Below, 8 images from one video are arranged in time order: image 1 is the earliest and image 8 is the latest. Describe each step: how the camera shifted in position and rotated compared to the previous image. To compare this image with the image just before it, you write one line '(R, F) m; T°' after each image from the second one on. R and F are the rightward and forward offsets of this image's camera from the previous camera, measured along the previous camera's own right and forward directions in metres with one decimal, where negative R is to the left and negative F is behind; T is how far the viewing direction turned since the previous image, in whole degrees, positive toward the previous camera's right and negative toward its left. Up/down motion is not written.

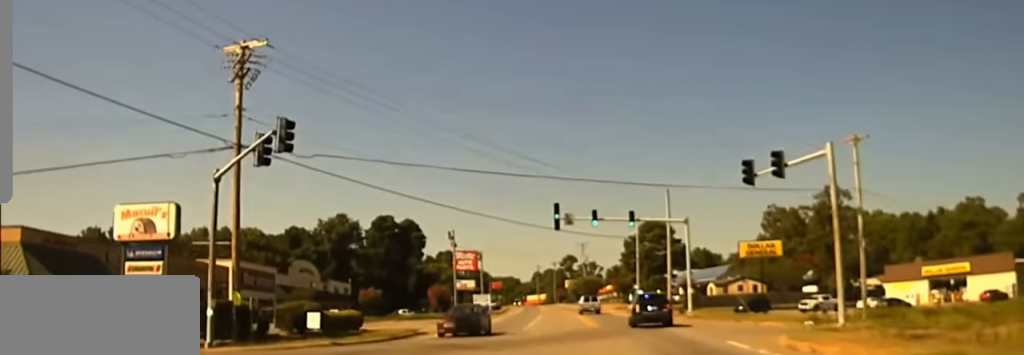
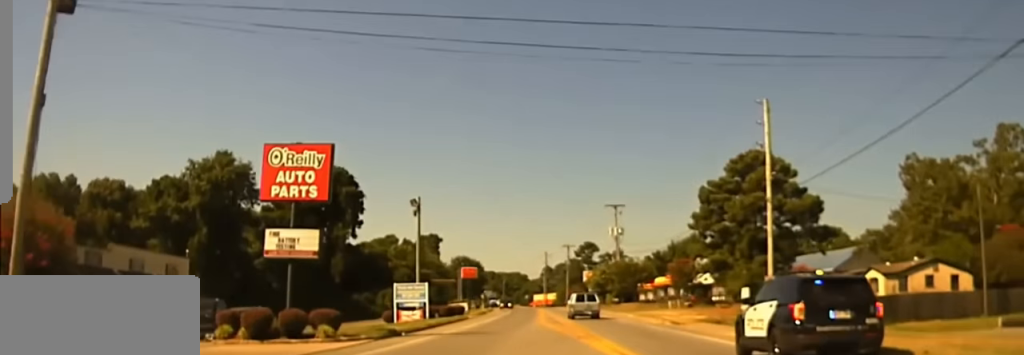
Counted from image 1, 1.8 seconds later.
(-0.4, +76.1) m; -1°
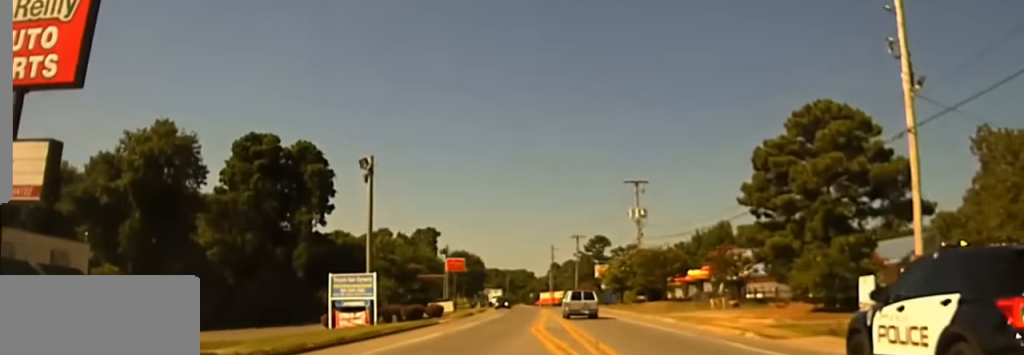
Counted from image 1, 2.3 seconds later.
(-0.1, +19.2) m; 0°
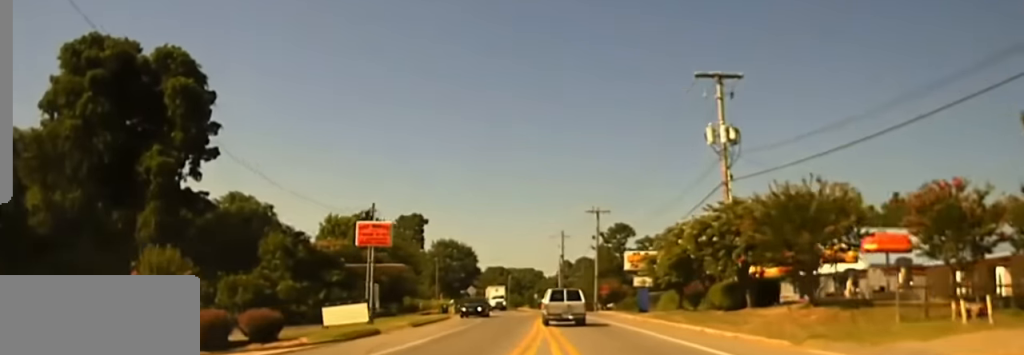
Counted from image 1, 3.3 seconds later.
(-0.1, +31.4) m; 0°
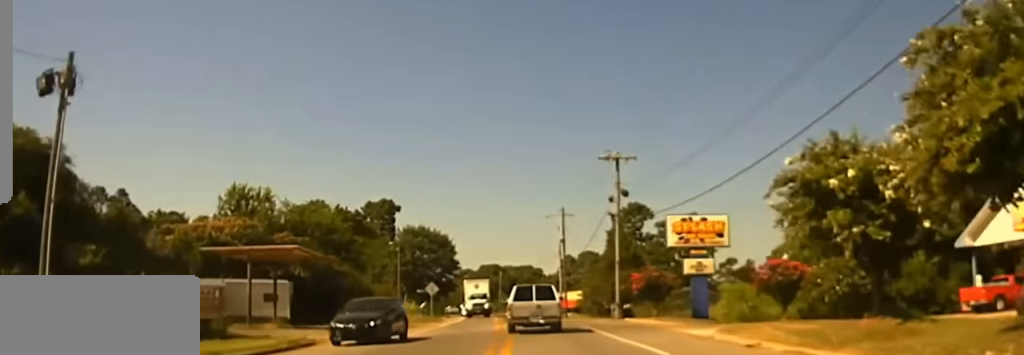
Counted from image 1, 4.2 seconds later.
(-0.1, +26.2) m; -1°
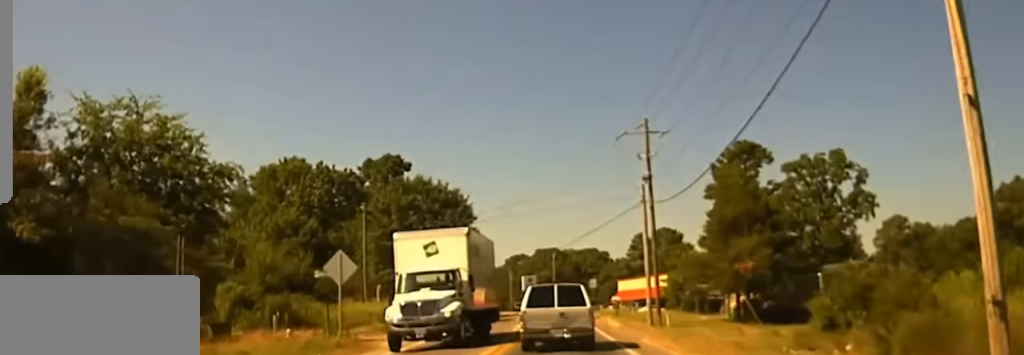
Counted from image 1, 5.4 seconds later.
(-0.8, +40.6) m; -3°
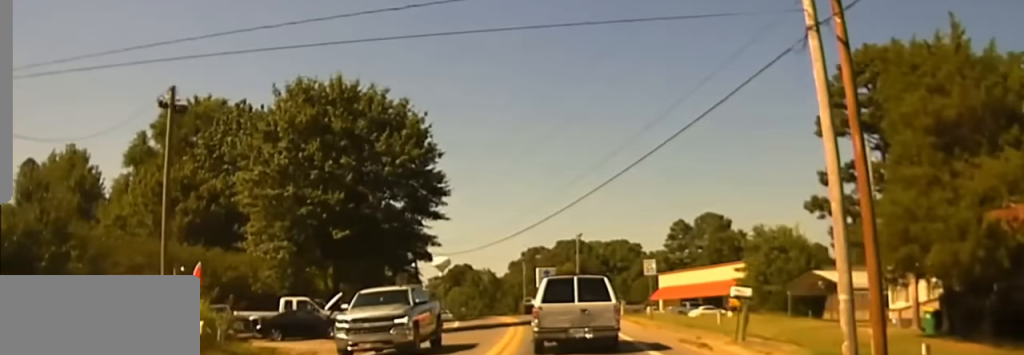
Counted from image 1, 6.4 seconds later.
(-1.1, +40.9) m; -3°
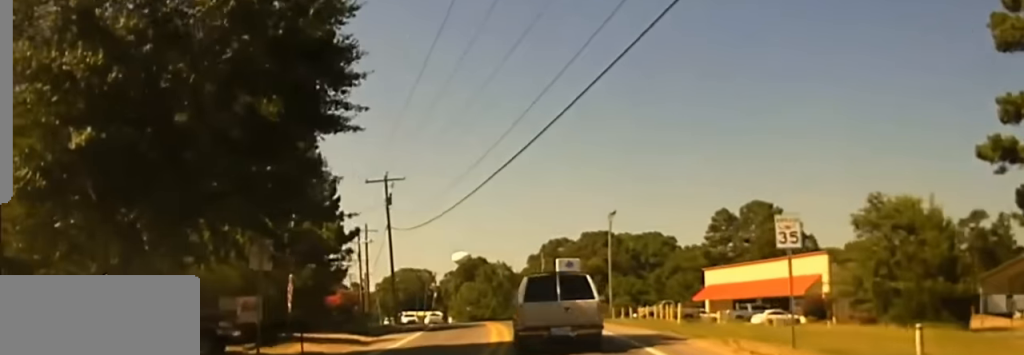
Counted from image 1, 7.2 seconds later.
(-0.4, +30.5) m; -3°
